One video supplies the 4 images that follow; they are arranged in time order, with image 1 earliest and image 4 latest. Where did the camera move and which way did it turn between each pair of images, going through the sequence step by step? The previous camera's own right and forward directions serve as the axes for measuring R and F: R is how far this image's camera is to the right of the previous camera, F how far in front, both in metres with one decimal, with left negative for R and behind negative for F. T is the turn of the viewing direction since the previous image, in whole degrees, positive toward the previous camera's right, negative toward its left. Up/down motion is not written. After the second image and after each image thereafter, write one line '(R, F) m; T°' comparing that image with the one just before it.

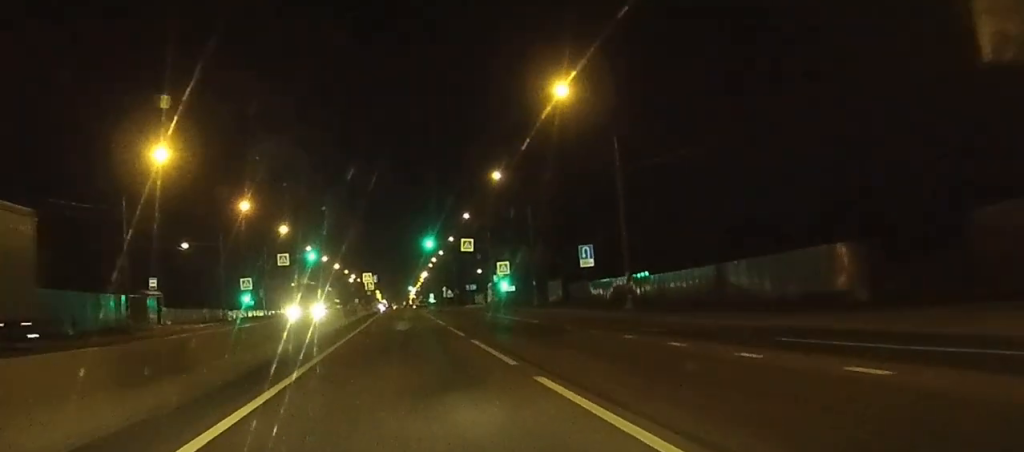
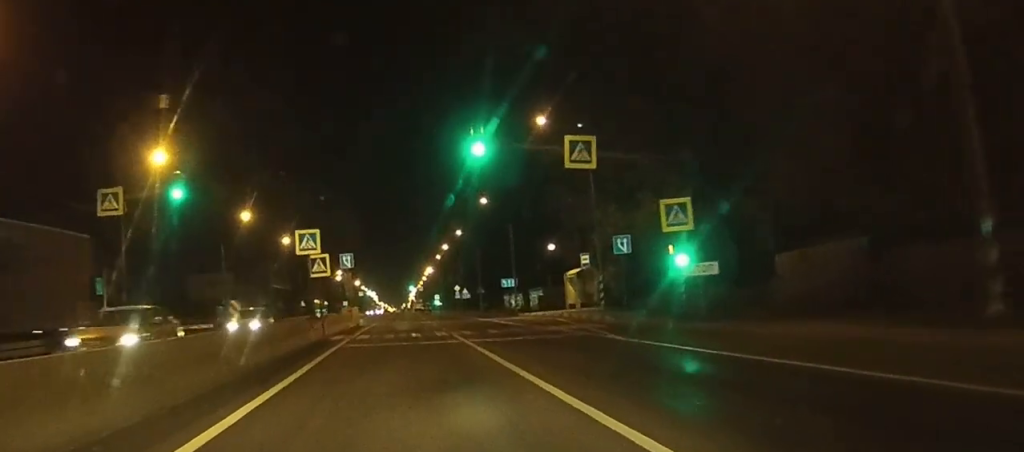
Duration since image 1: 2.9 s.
(+0.2, +57.7) m; 0°
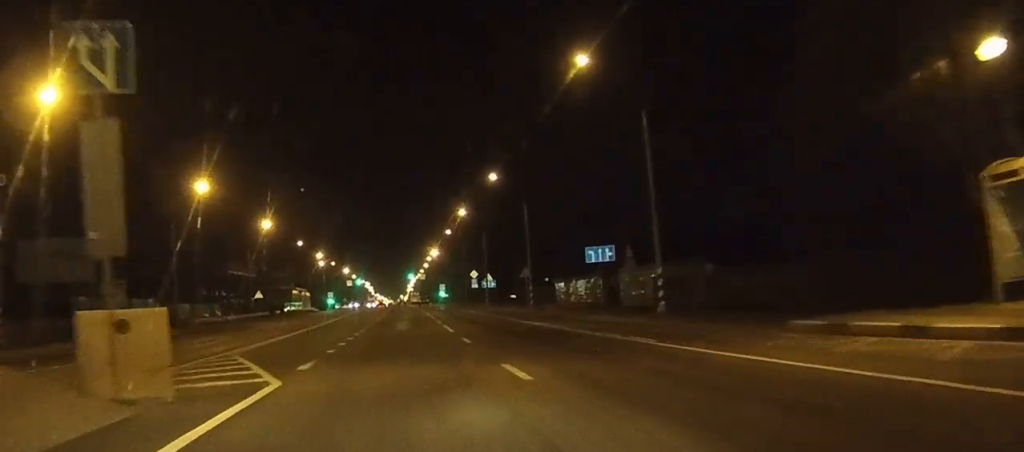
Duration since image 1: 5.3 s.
(+0.1, +48.4) m; 0°
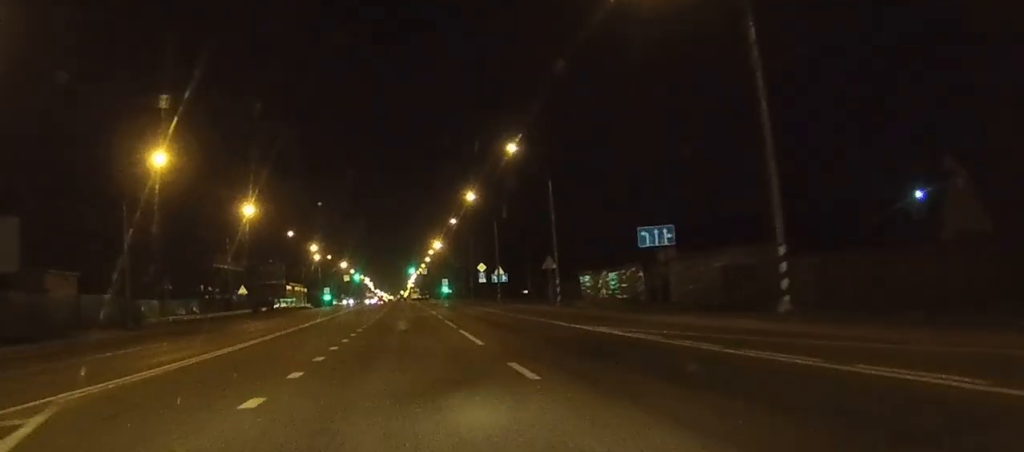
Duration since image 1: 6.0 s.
(0.0, +12.4) m; 0°
